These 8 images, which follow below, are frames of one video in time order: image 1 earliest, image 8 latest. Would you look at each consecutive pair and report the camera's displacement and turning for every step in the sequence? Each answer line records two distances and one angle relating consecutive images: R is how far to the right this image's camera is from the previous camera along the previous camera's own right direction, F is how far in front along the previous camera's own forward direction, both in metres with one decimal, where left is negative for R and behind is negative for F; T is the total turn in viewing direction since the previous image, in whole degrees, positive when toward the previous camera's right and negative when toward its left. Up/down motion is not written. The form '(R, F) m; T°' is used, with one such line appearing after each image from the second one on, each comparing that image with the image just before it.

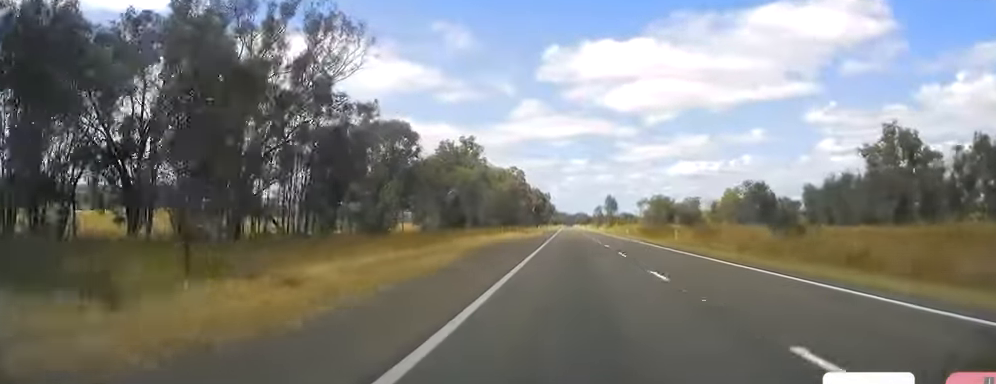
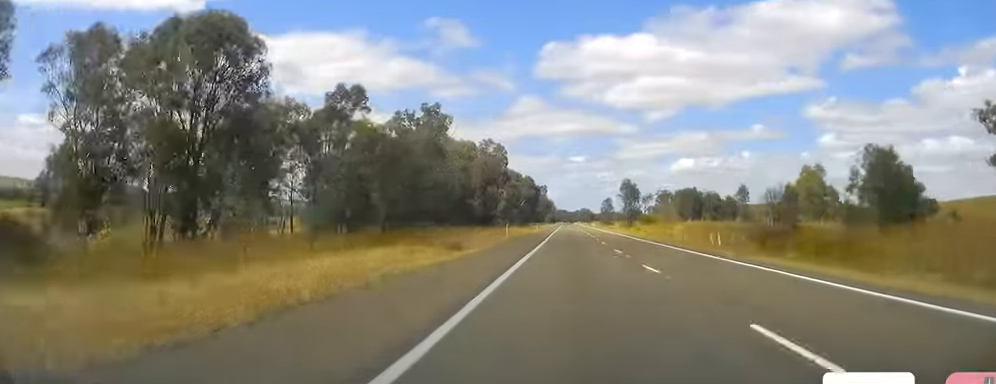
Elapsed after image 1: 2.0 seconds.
(-0.1, +58.9) m; -1°
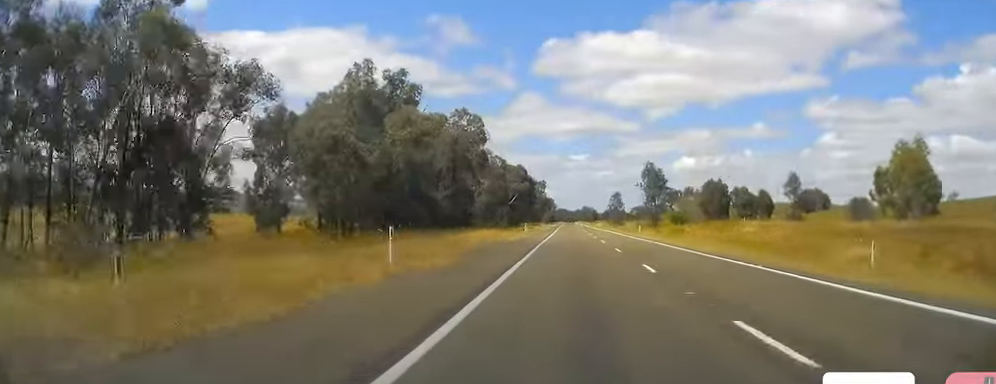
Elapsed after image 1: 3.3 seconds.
(+0.2, +36.0) m; 0°
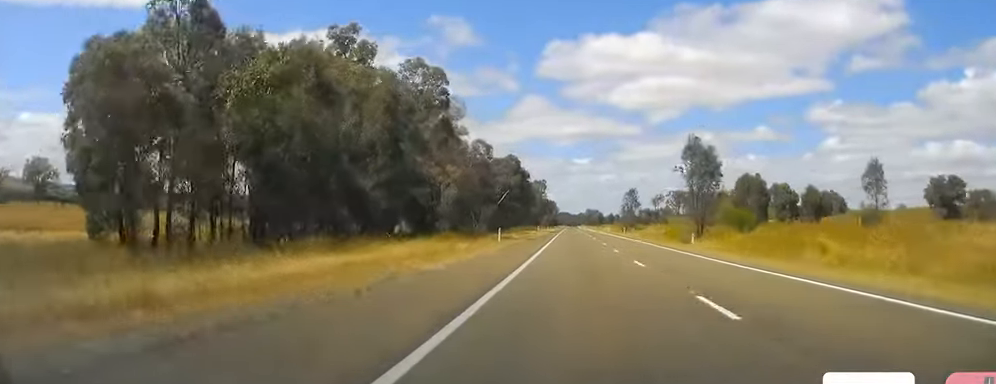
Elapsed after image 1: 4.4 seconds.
(+0.2, +33.1) m; +1°
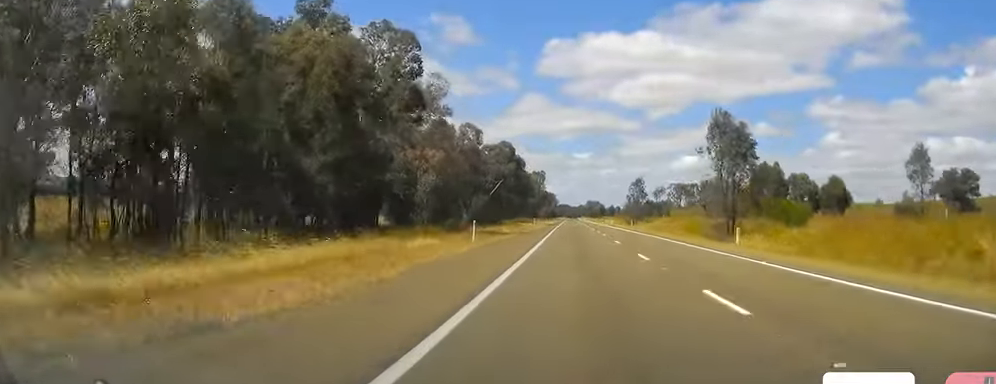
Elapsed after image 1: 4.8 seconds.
(+0.2, +12.6) m; +1°
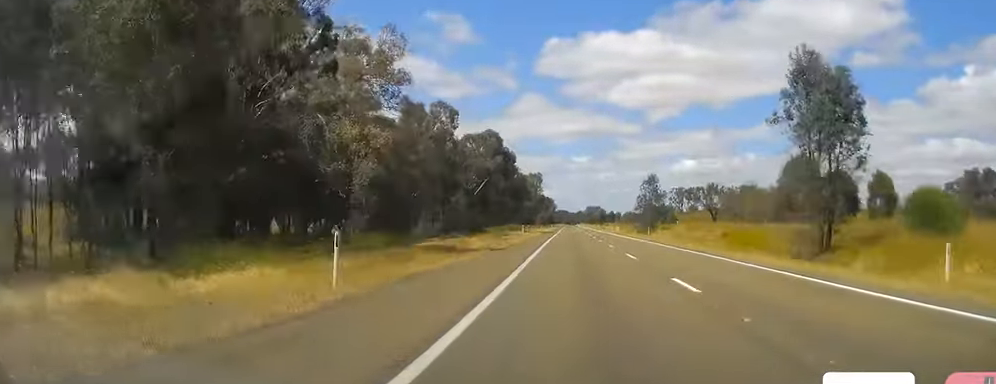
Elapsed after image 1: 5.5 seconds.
(0.0, +20.3) m; -1°
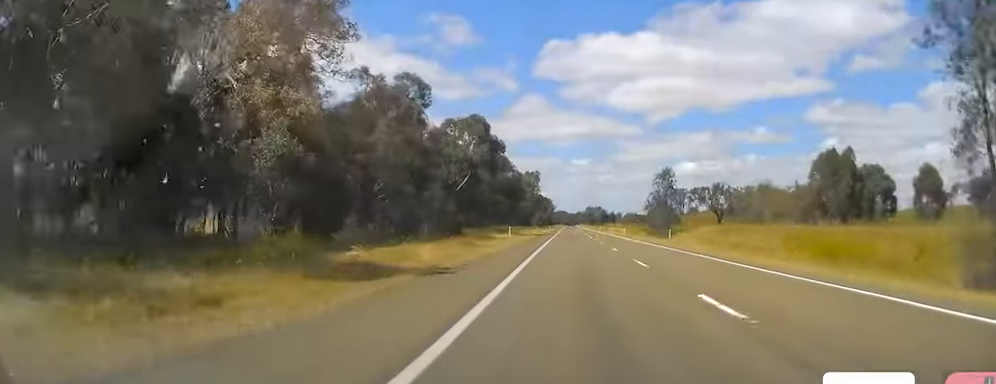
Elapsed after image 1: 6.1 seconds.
(0.0, +15.5) m; -1°
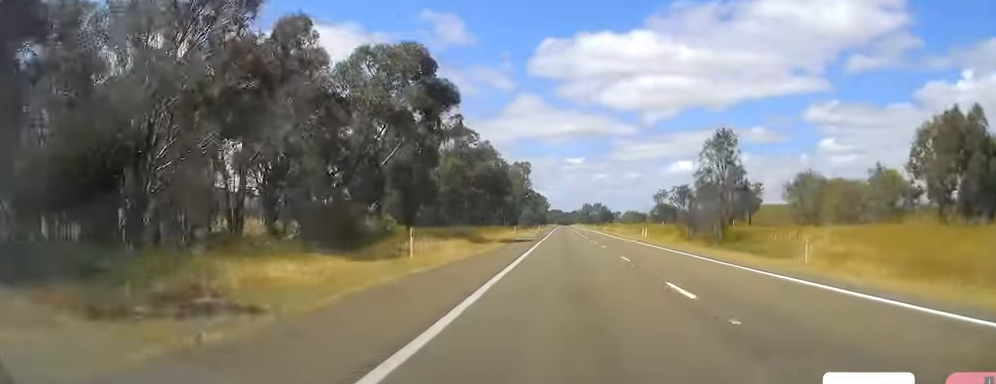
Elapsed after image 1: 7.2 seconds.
(-0.6, +33.9) m; -1°
